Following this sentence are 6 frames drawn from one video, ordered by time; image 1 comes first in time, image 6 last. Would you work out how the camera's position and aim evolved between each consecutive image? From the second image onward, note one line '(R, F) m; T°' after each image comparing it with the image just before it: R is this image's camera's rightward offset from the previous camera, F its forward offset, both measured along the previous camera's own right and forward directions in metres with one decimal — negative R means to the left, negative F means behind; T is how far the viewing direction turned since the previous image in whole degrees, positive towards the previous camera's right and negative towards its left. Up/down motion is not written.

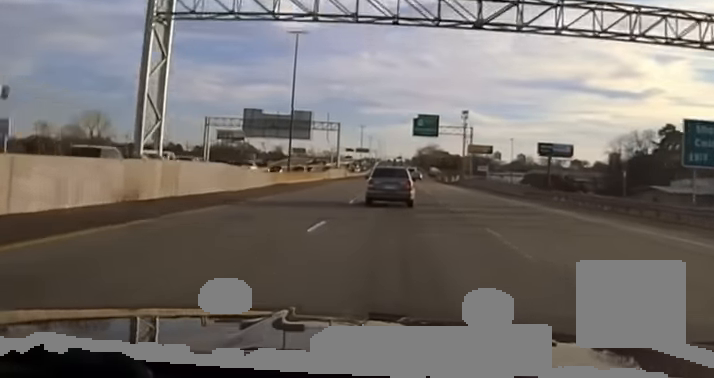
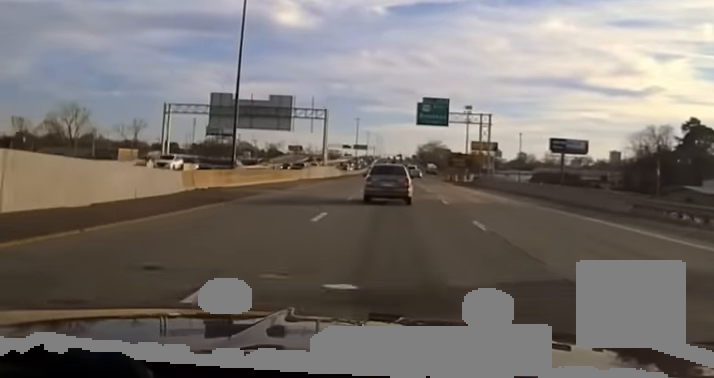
(+0.1, +17.9) m; 0°
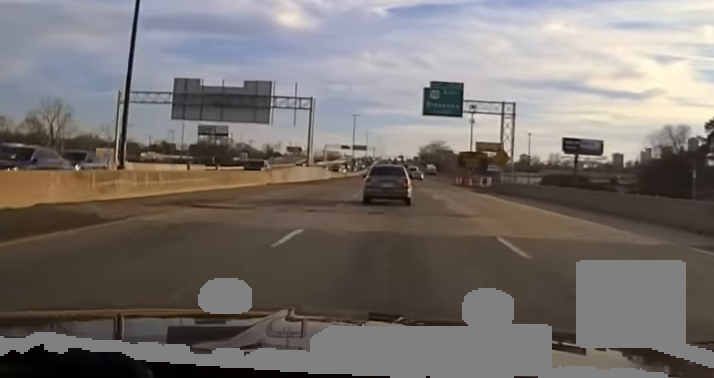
(-0.1, +15.9) m; -1°
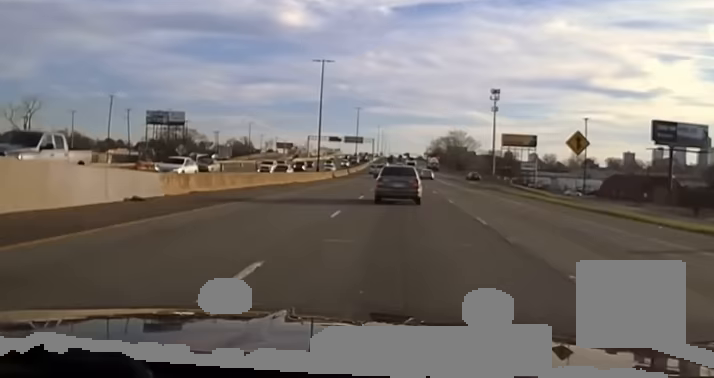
(-1.0, +75.3) m; -1°
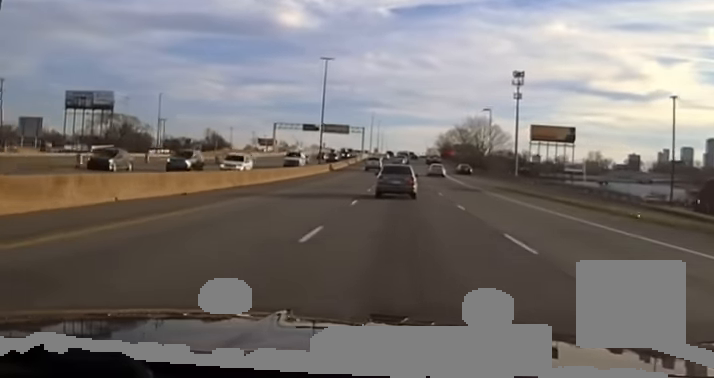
(-0.4, +75.2) m; 0°
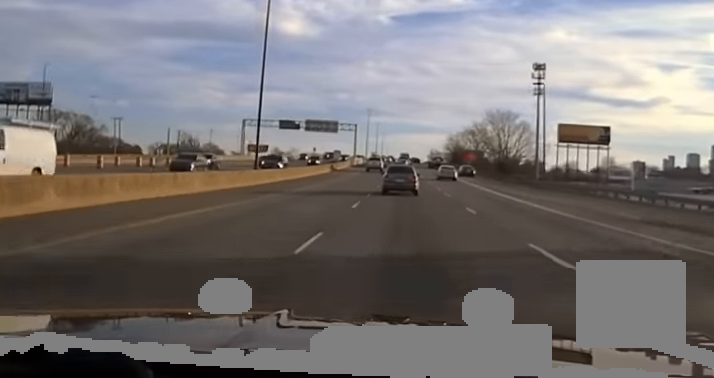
(+0.2, +39.3) m; 0°
